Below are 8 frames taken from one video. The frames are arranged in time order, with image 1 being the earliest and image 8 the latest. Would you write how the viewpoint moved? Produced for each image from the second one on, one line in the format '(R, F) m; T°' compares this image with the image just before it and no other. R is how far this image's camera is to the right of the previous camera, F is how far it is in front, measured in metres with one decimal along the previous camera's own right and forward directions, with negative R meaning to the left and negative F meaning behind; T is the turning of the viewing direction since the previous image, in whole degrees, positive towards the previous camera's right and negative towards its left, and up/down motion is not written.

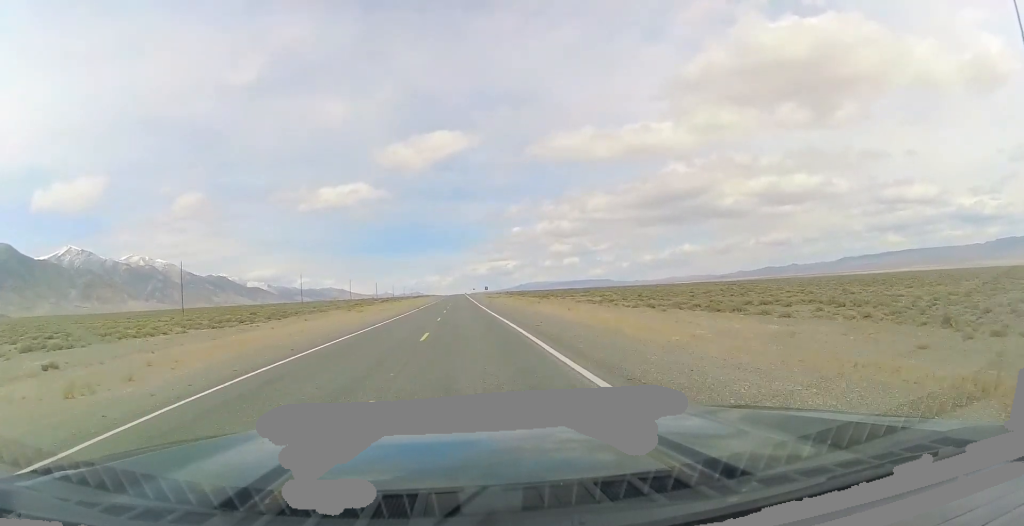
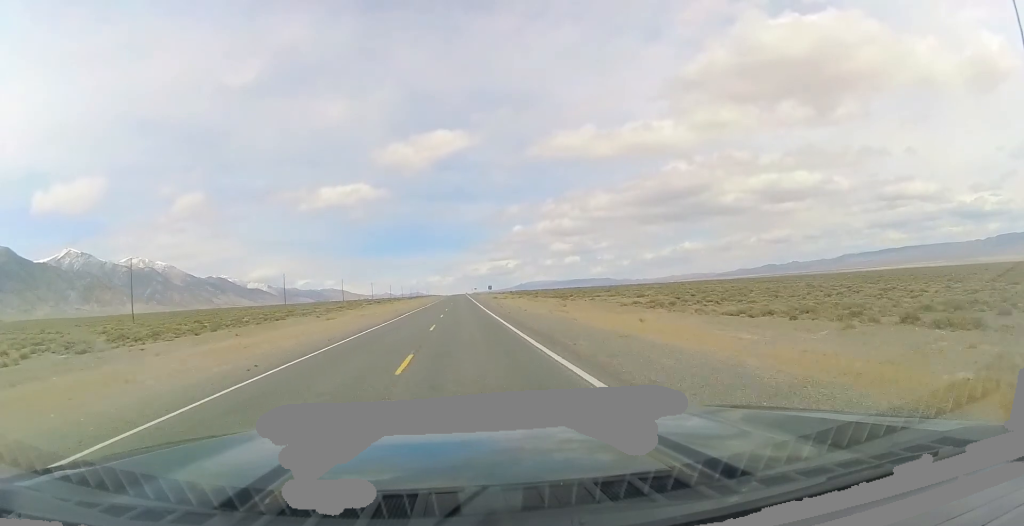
(-0.2, +20.1) m; 0°
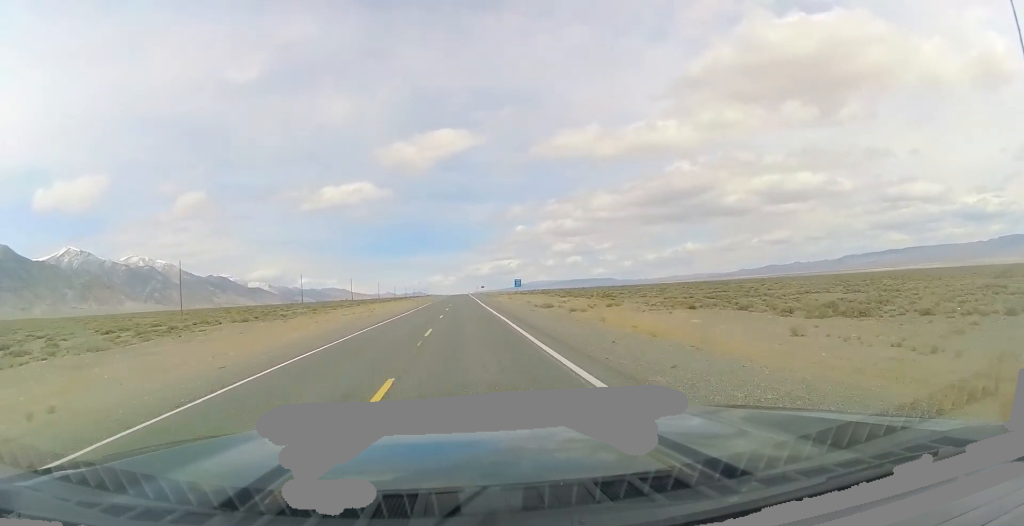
(-0.5, +72.2) m; 0°
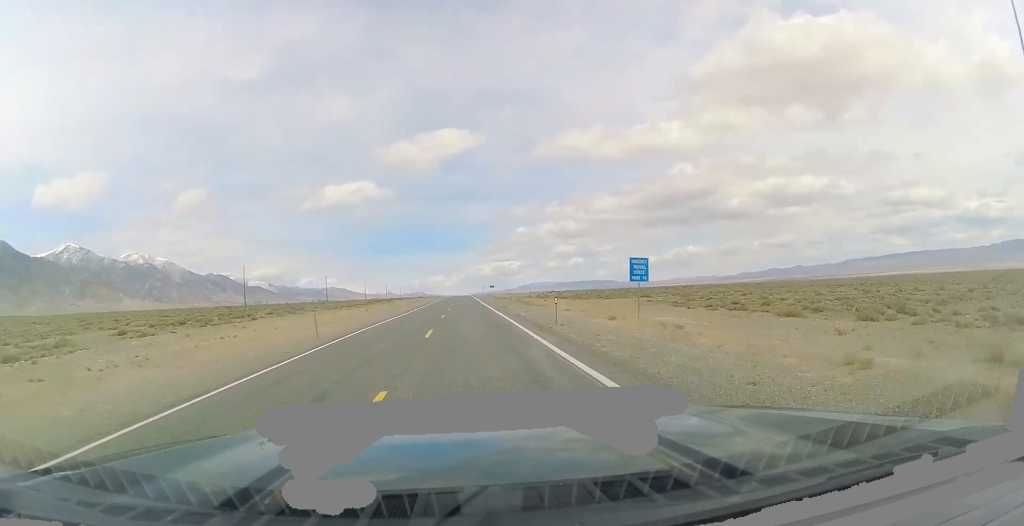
(+0.5, +55.5) m; +1°
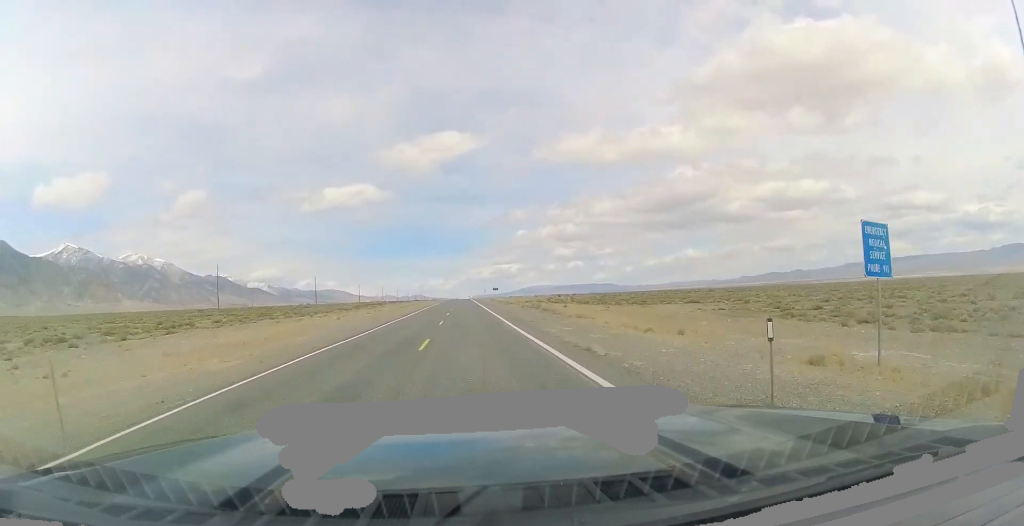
(+0.1, +16.7) m; 0°
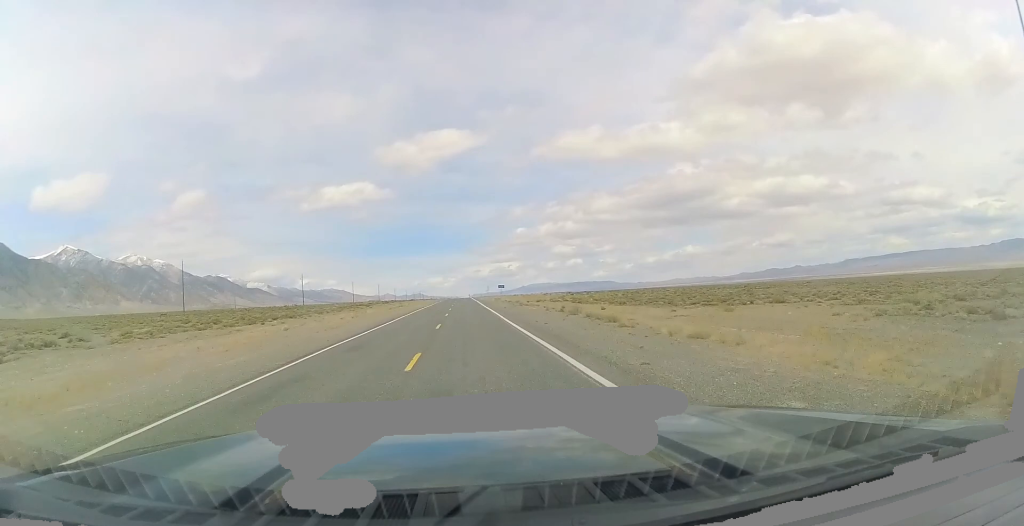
(-0.1, +17.8) m; 0°
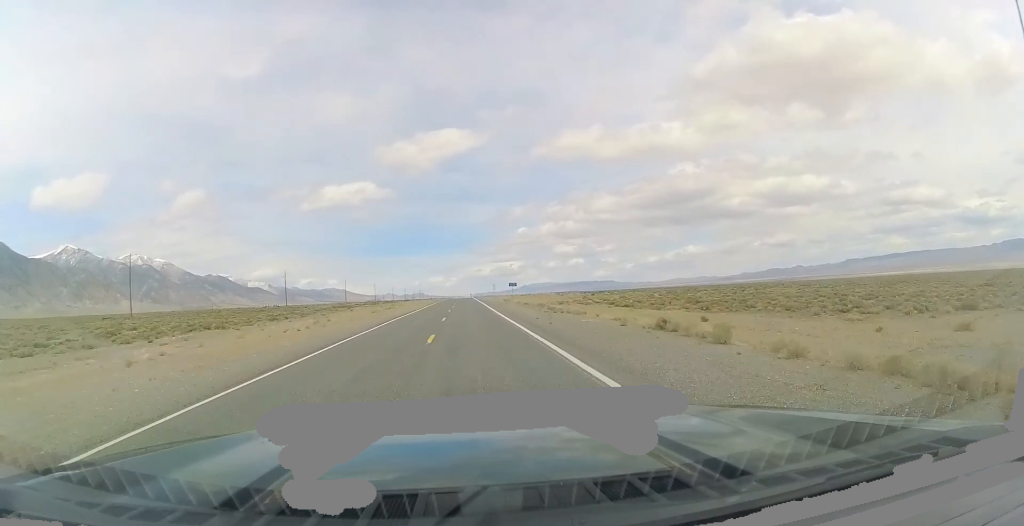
(-0.1, +21.2) m; 0°
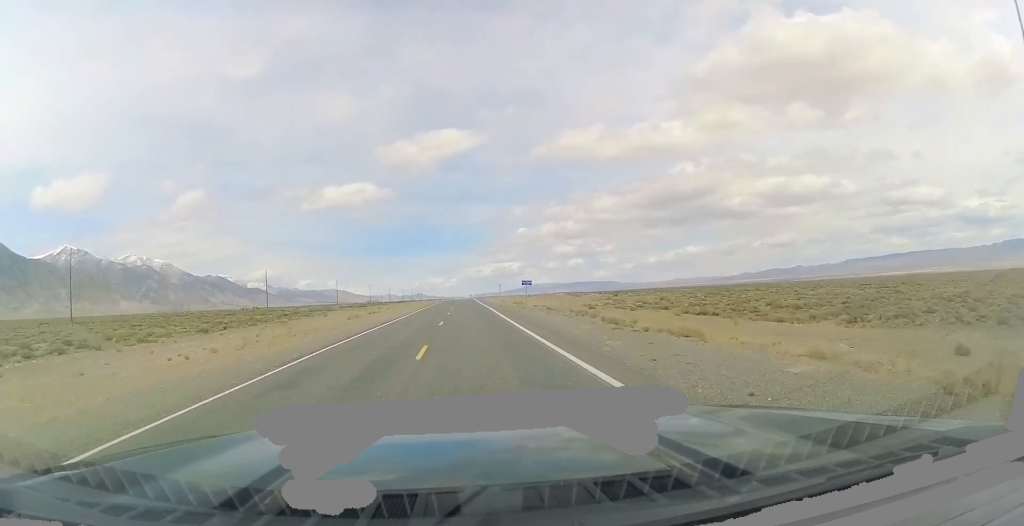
(+0.1, +17.9) m; 0°
